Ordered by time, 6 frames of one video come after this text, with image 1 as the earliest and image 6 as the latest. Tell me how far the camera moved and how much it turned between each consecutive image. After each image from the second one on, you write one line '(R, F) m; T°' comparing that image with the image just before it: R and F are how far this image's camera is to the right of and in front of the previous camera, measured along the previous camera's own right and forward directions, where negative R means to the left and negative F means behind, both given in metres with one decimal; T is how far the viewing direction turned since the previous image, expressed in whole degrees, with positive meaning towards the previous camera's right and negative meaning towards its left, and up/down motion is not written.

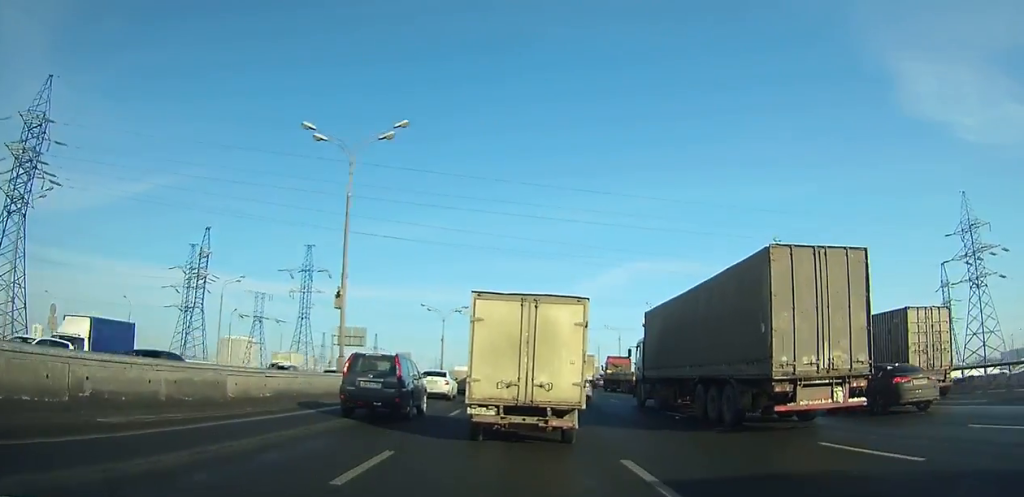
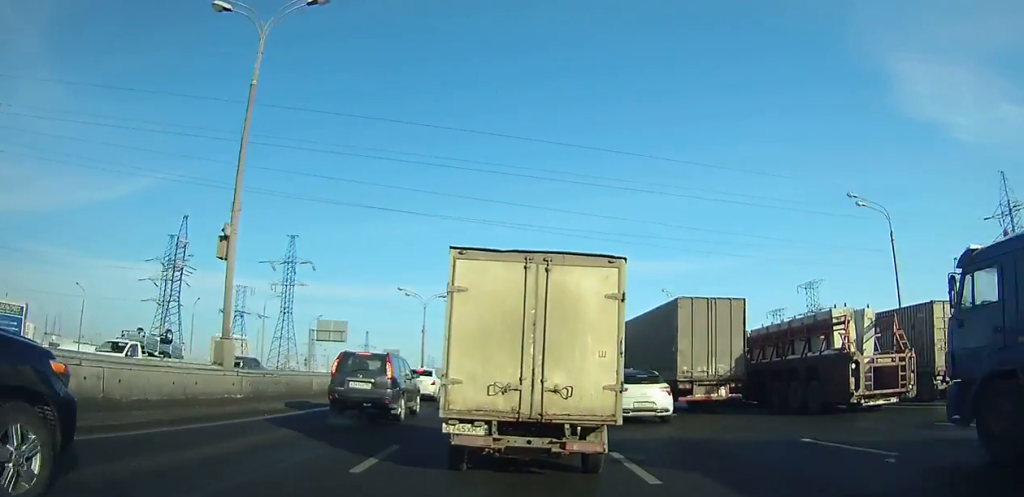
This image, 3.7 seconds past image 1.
(+0.1, +10.6) m; +1°
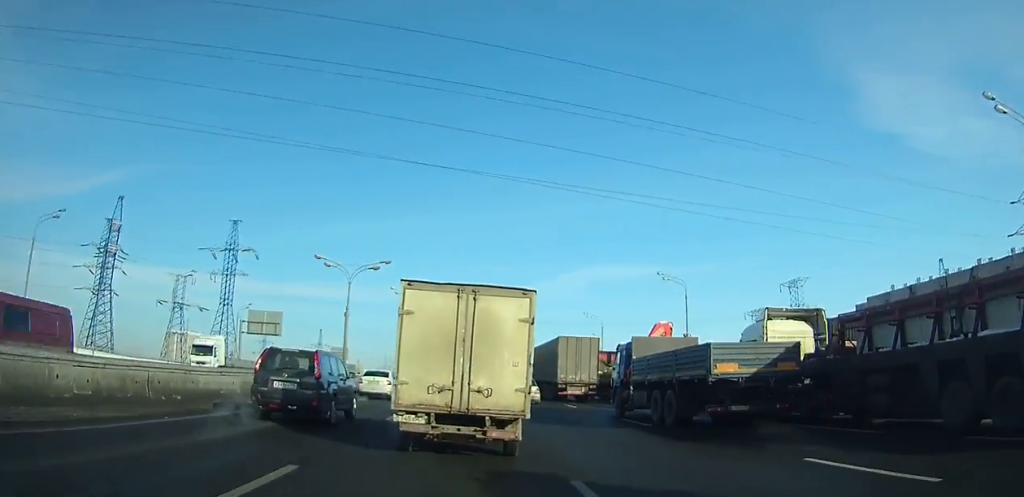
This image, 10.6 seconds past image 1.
(+1.0, +30.9) m; +1°
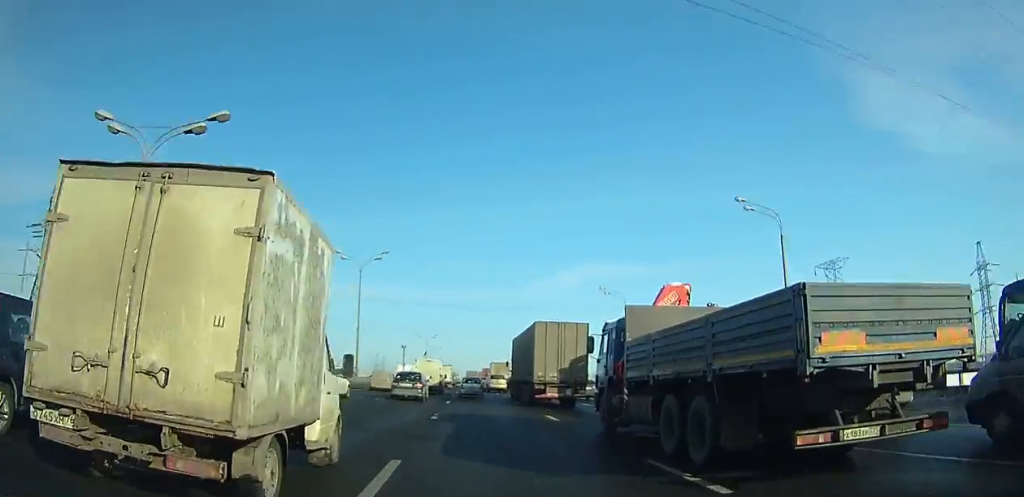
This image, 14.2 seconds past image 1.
(-0.6, +24.3) m; -2°
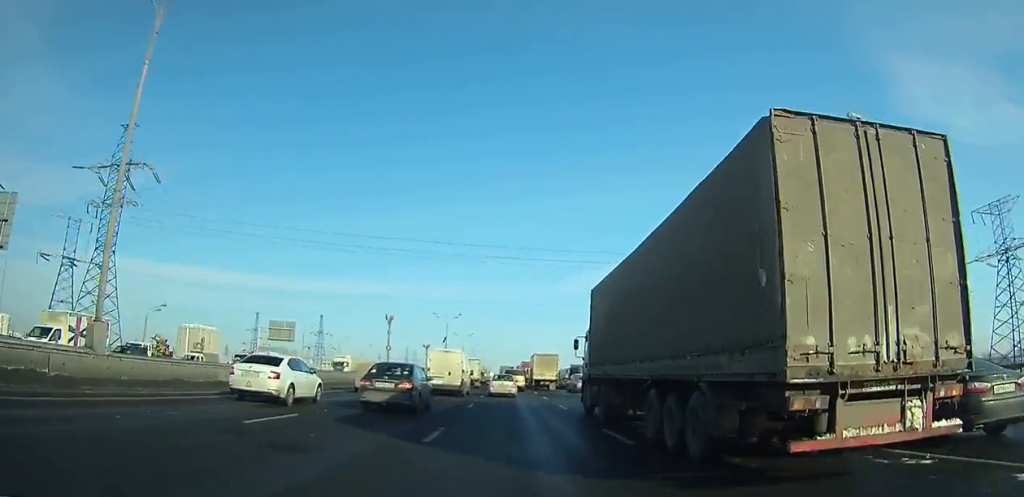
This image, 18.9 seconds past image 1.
(-0.1, +36.6) m; 0°
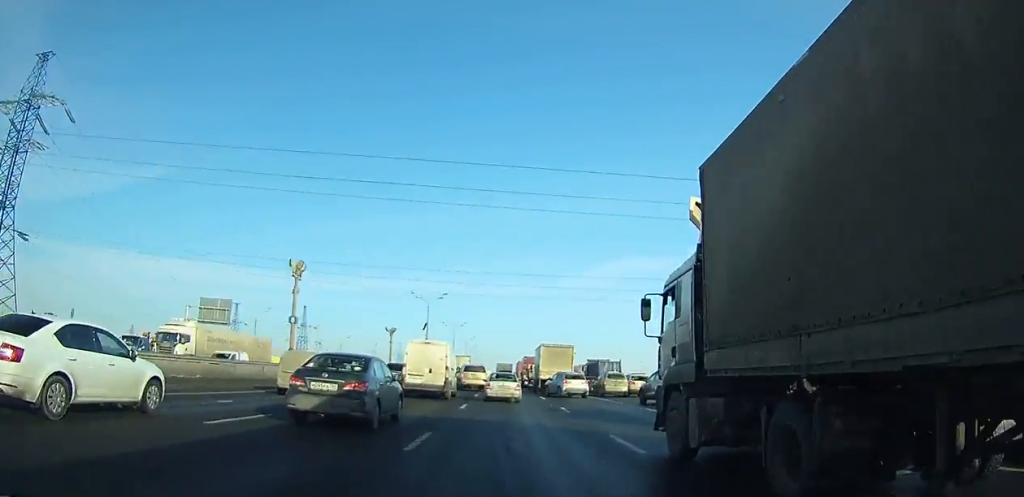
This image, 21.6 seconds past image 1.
(0.0, +20.1) m; 0°
